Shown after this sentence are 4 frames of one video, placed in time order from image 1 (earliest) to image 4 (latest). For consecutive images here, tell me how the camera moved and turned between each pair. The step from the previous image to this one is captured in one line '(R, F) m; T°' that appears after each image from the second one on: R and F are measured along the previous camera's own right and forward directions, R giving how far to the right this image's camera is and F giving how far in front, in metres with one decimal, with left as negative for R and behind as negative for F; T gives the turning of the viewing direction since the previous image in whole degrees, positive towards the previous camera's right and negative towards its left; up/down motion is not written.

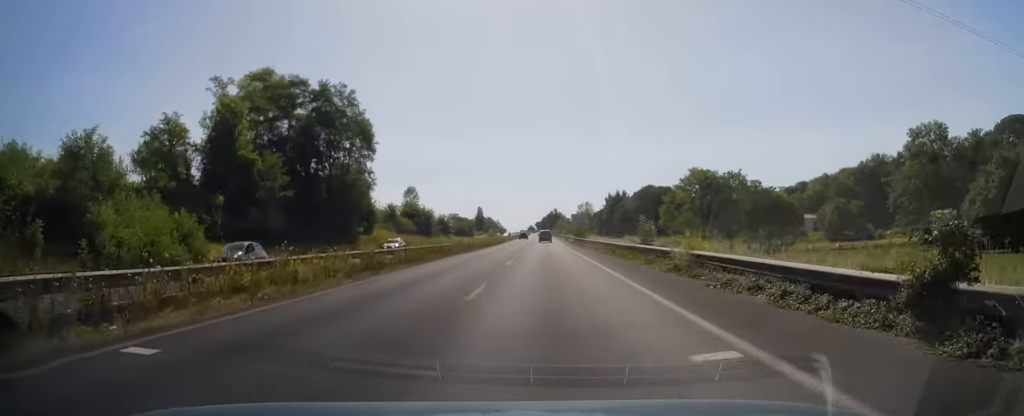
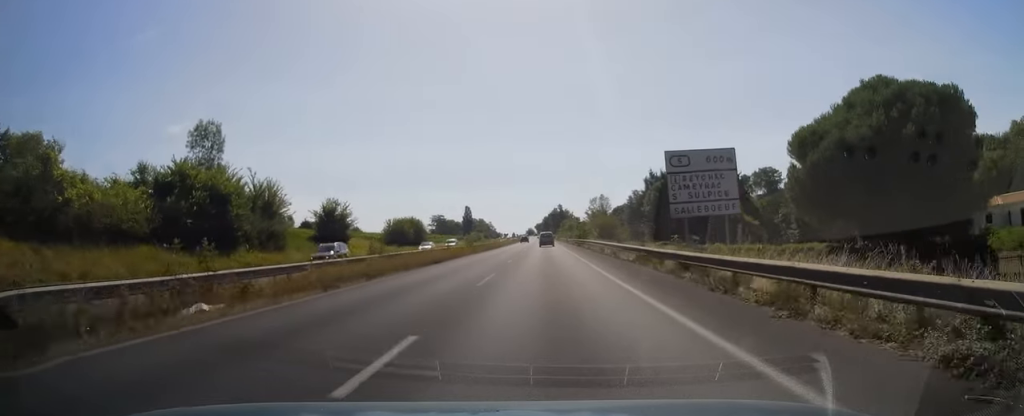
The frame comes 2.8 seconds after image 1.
(+0.8, +85.7) m; +1°
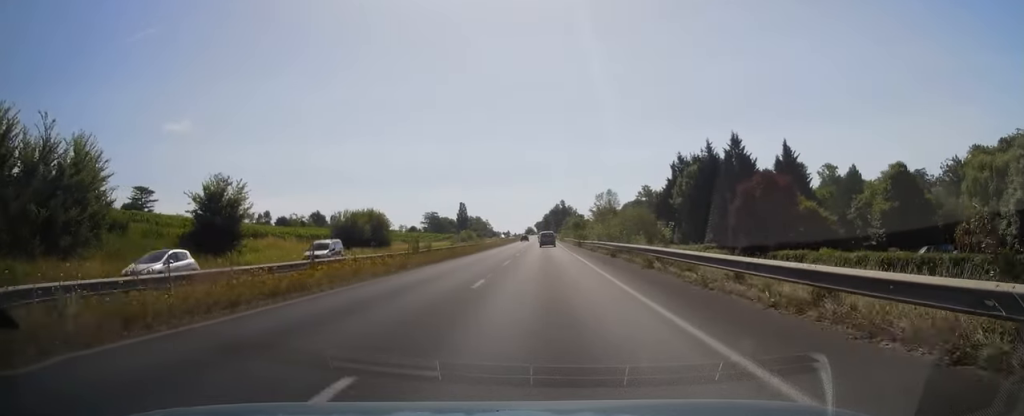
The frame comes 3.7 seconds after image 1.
(+0.1, +28.7) m; 0°
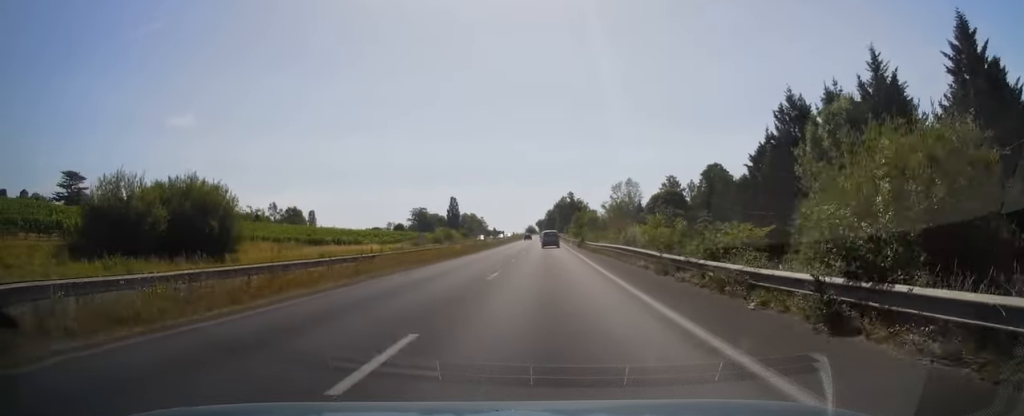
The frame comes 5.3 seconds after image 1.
(-0.3, +49.6) m; -1°
